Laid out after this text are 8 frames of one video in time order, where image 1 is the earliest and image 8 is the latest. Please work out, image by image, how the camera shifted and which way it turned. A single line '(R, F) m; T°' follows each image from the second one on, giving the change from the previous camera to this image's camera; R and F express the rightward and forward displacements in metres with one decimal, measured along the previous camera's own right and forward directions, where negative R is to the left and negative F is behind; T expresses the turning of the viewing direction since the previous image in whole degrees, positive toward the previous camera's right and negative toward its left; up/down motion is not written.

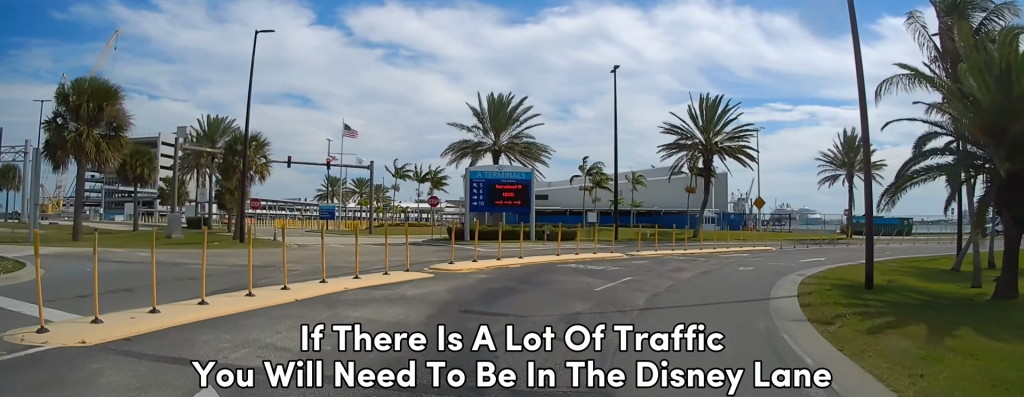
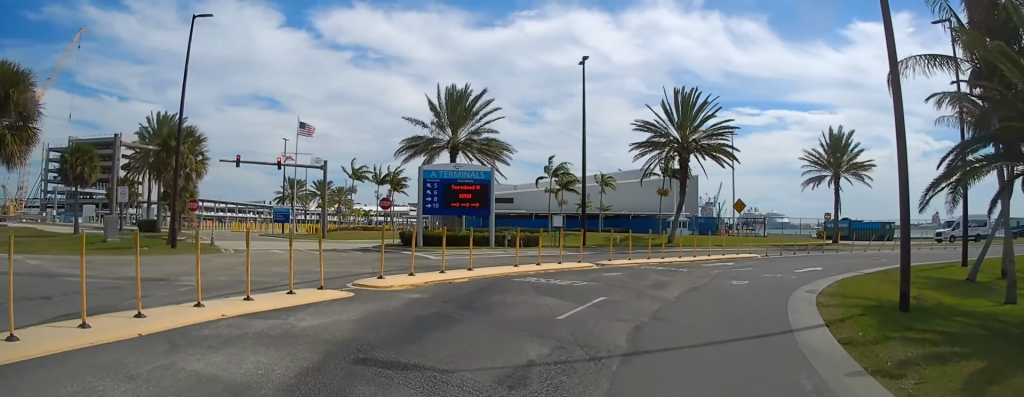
(+0.2, +3.7) m; +5°
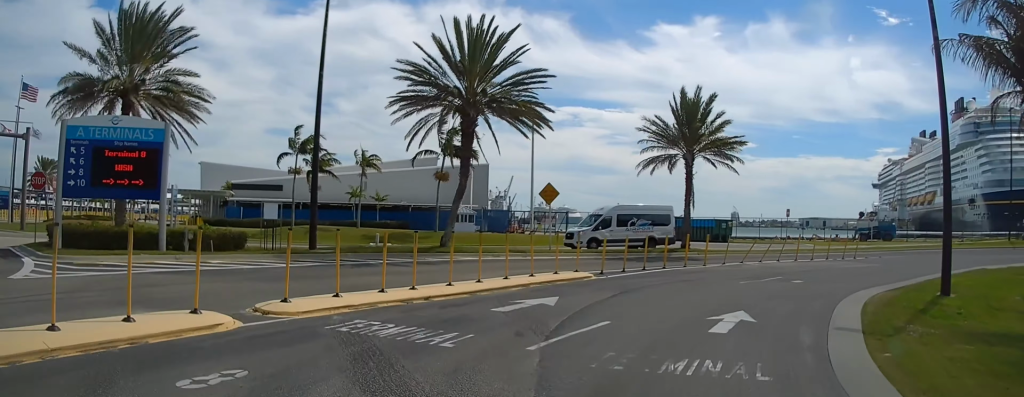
(+2.5, +14.1) m; +21°
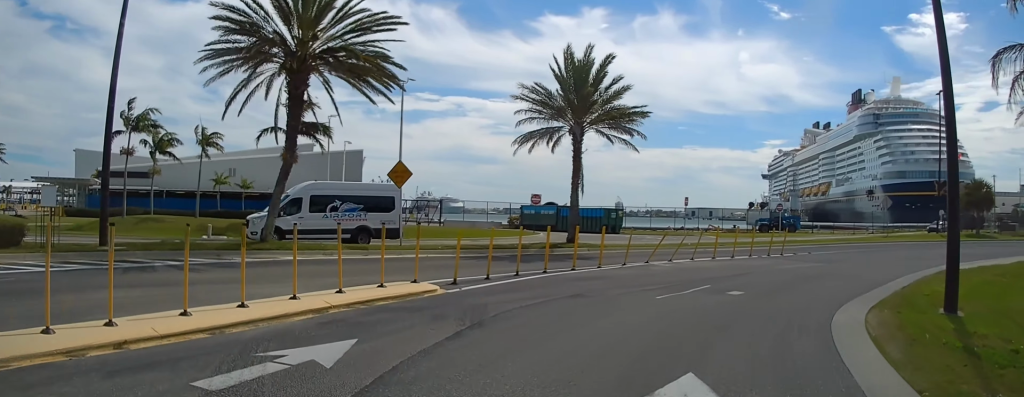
(+0.6, +6.6) m; +11°
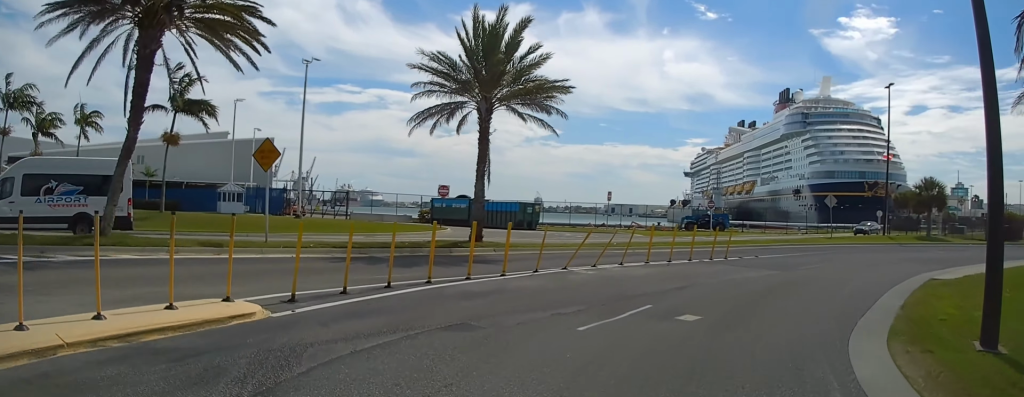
(+0.2, +4.6) m; +8°
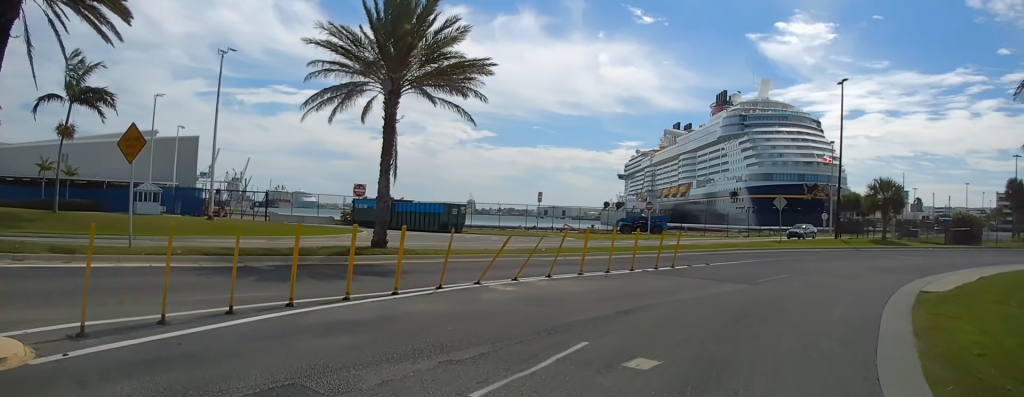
(+0.4, +3.6) m; +7°
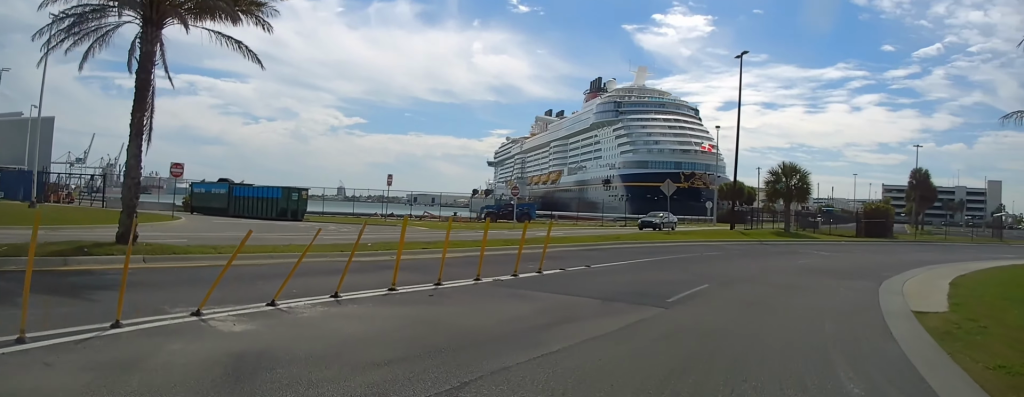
(+0.6, +6.4) m; +12°
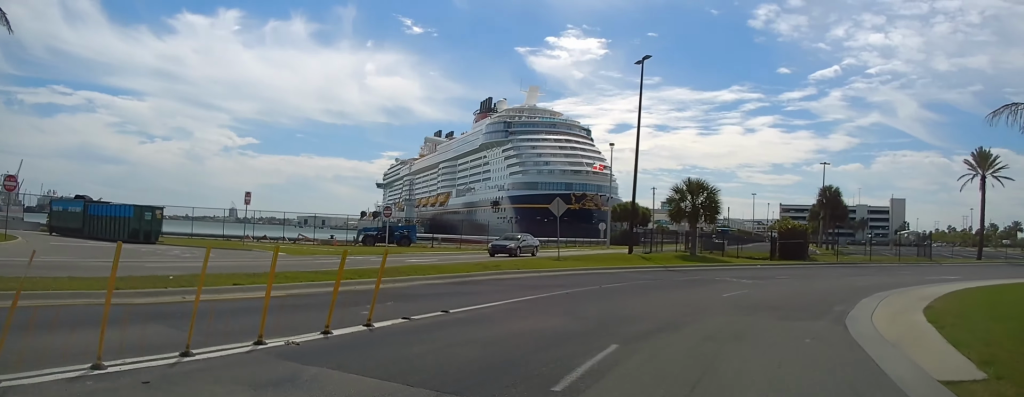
(+0.5, +4.9) m; +7°
